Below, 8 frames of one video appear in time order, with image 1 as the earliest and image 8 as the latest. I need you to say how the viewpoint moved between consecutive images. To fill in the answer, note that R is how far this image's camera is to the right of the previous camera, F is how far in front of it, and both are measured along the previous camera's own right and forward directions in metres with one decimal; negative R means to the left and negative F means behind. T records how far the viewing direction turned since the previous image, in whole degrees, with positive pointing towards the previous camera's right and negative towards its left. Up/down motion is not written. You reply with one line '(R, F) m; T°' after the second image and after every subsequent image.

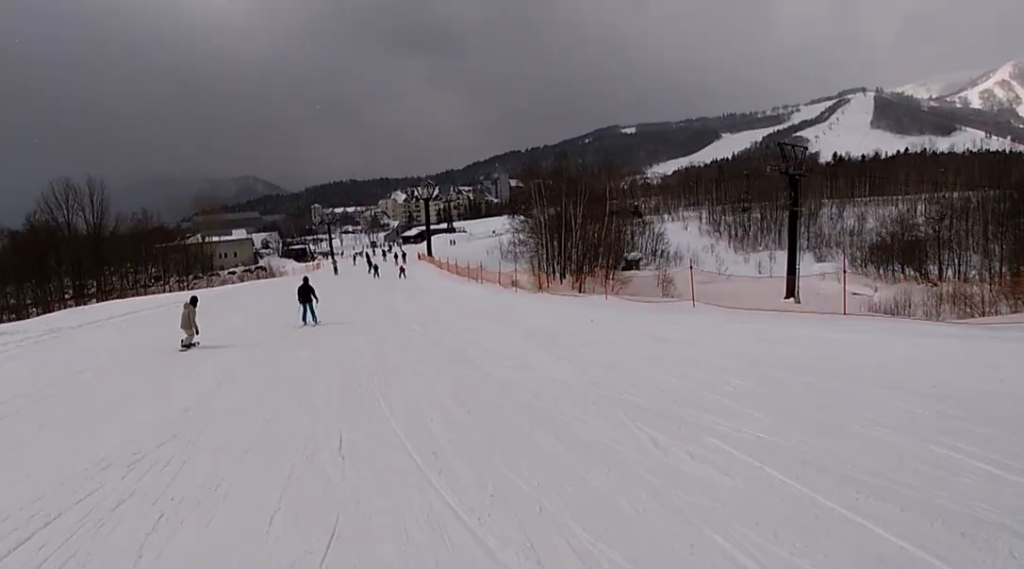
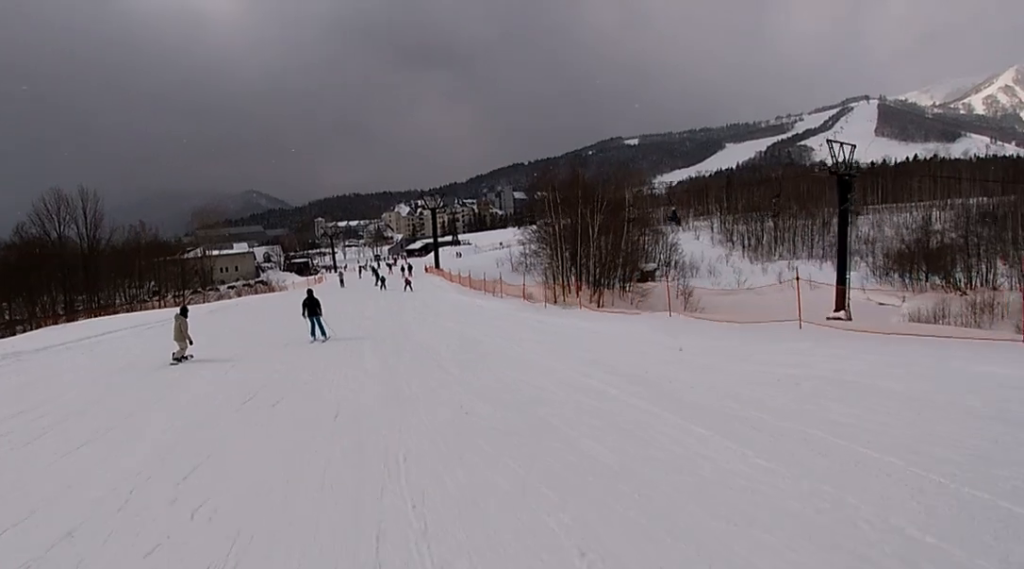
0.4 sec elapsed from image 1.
(+0.3, +4.3) m; 0°
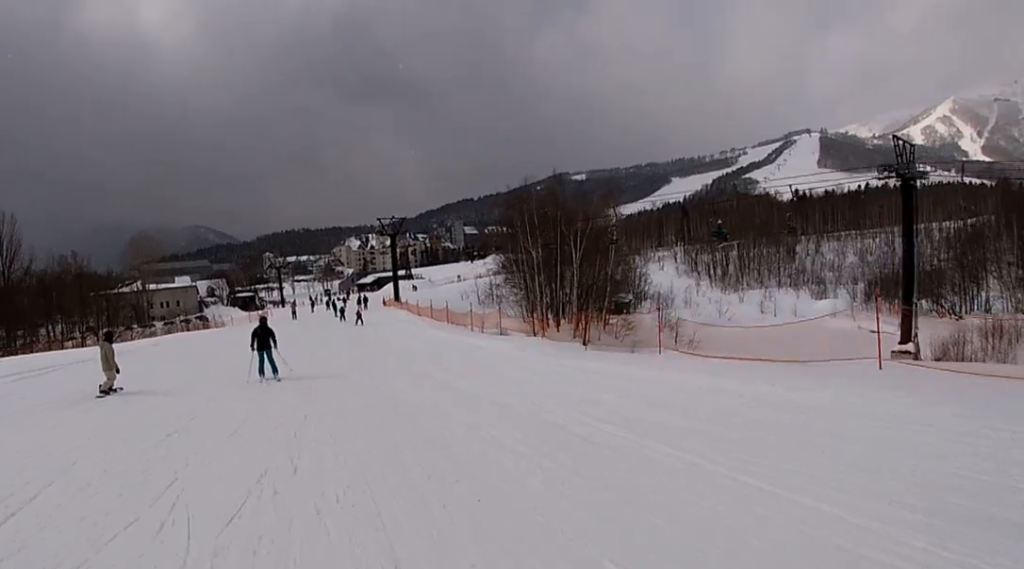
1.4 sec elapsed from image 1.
(-0.1, +9.0) m; -2°
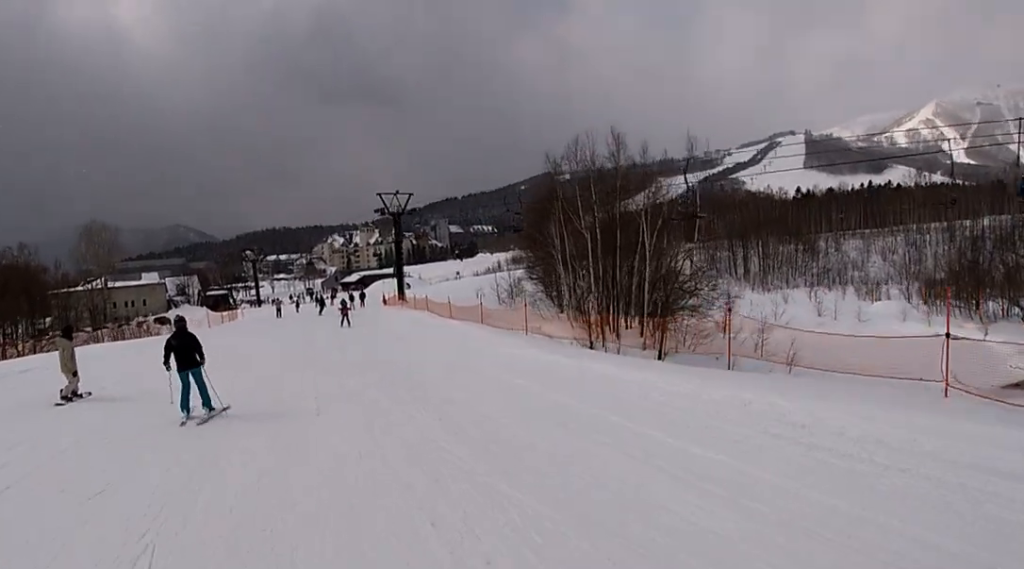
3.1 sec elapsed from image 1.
(+0.2, +15.4) m; +6°
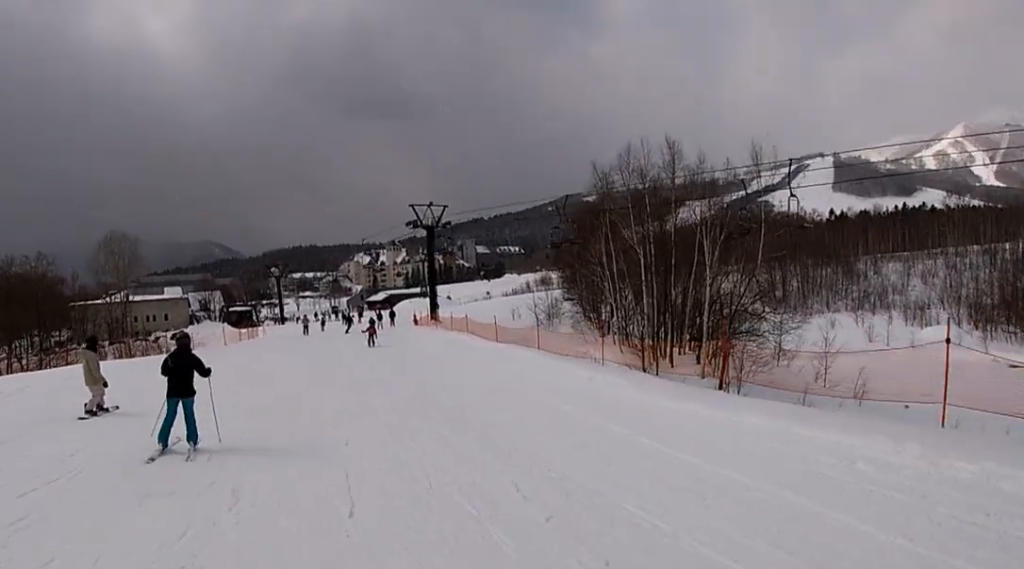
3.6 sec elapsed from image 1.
(+0.6, +4.1) m; 0°
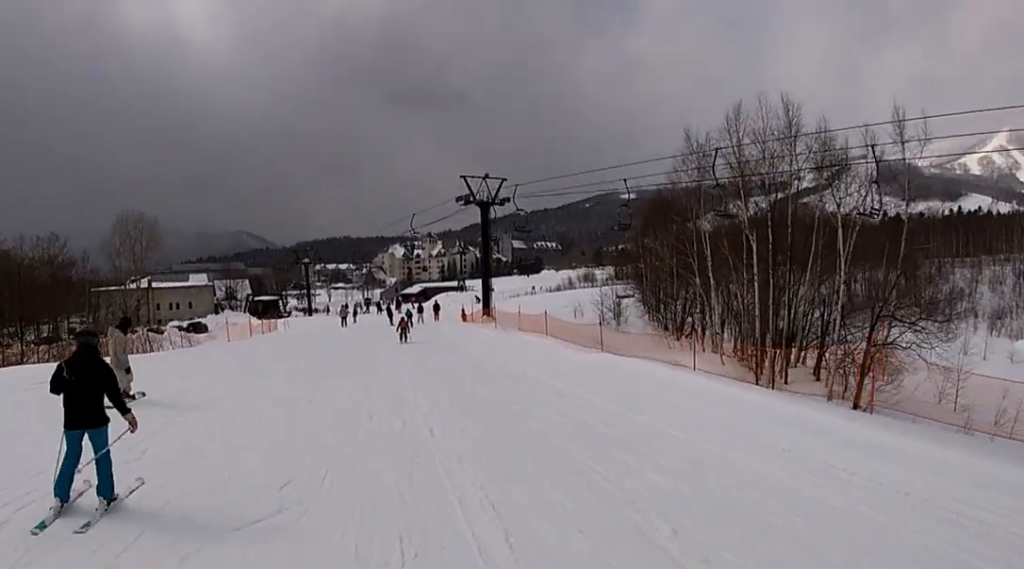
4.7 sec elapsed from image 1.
(-0.8, +8.9) m; 0°
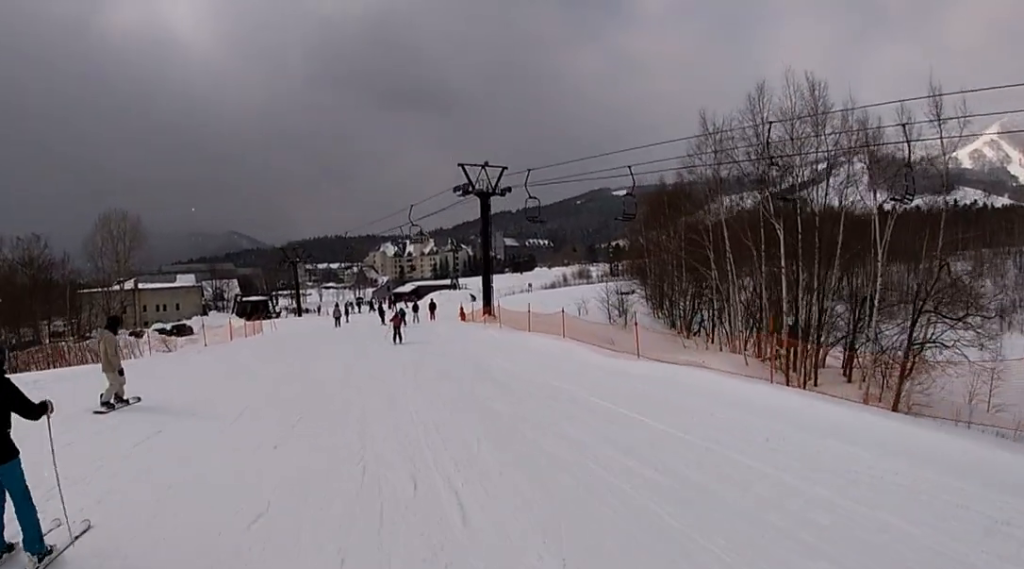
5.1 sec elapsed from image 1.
(+0.3, +3.1) m; +3°
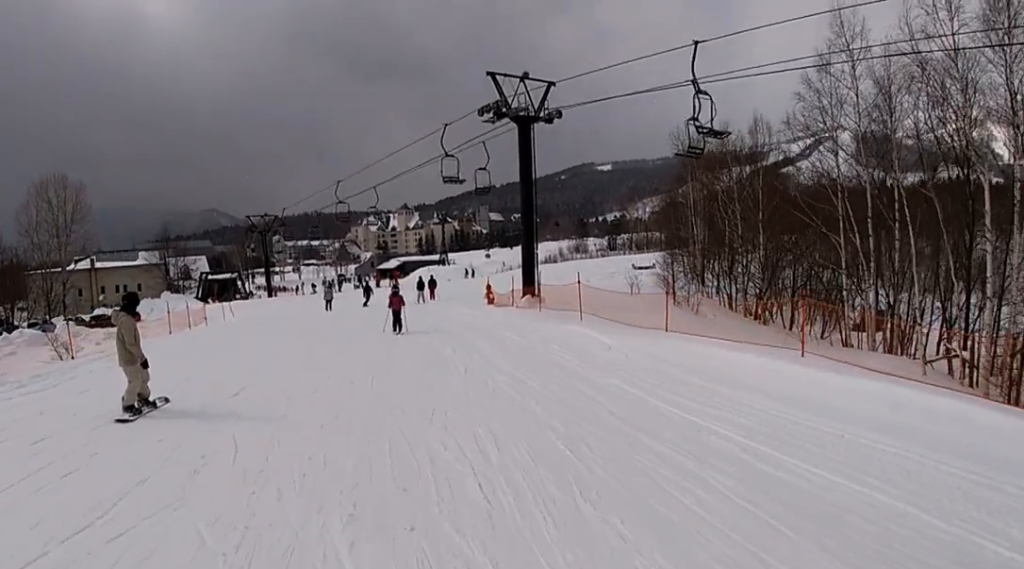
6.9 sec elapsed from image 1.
(+1.3, +12.7) m; +2°
